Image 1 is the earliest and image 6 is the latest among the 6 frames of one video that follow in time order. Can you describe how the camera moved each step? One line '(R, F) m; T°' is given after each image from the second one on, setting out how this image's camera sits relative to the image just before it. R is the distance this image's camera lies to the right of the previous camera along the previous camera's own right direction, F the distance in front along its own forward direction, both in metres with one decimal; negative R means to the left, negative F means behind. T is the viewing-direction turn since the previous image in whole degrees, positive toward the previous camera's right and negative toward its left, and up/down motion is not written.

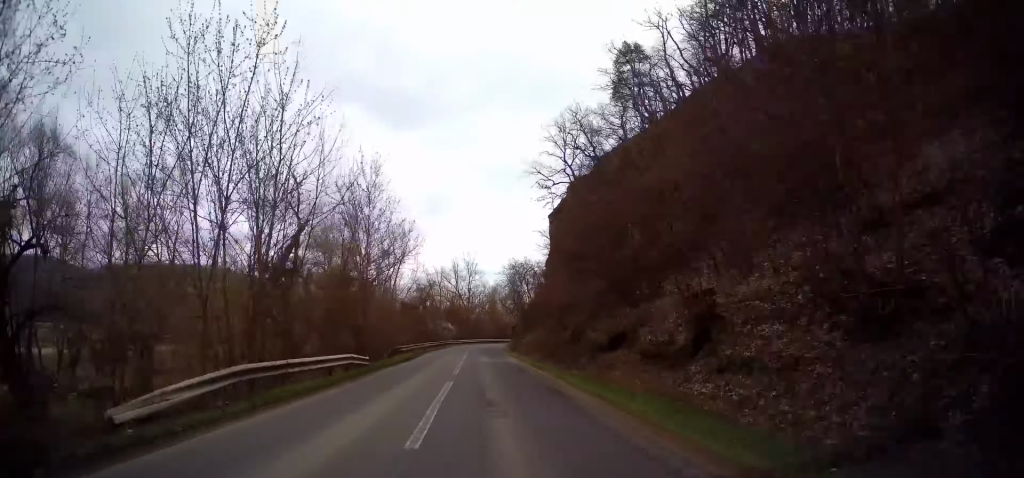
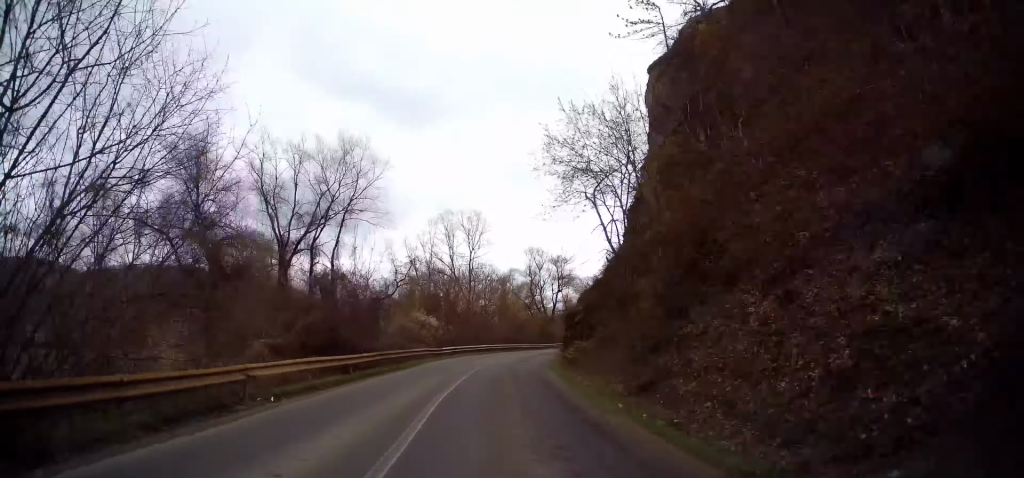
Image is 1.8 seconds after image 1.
(-0.2, +35.5) m; +2°
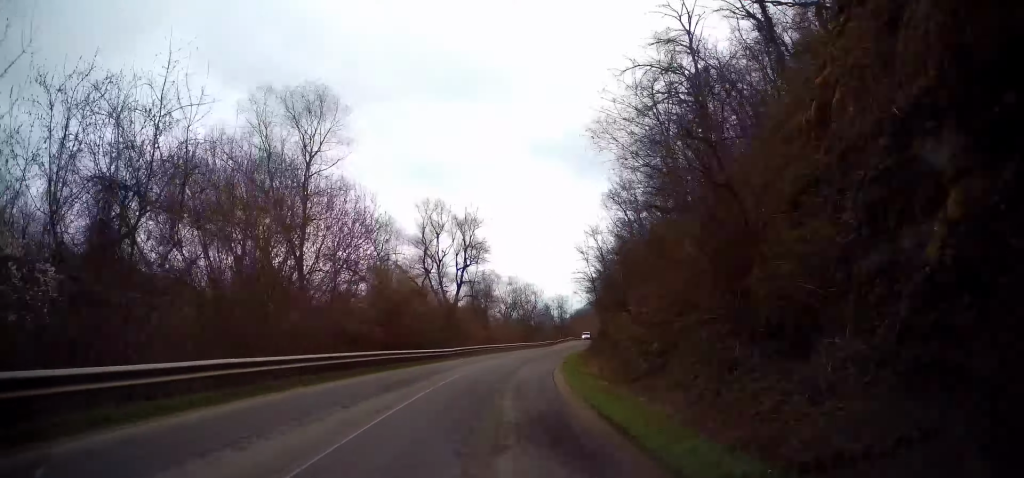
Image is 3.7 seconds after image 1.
(+2.5, +37.3) m; +9°
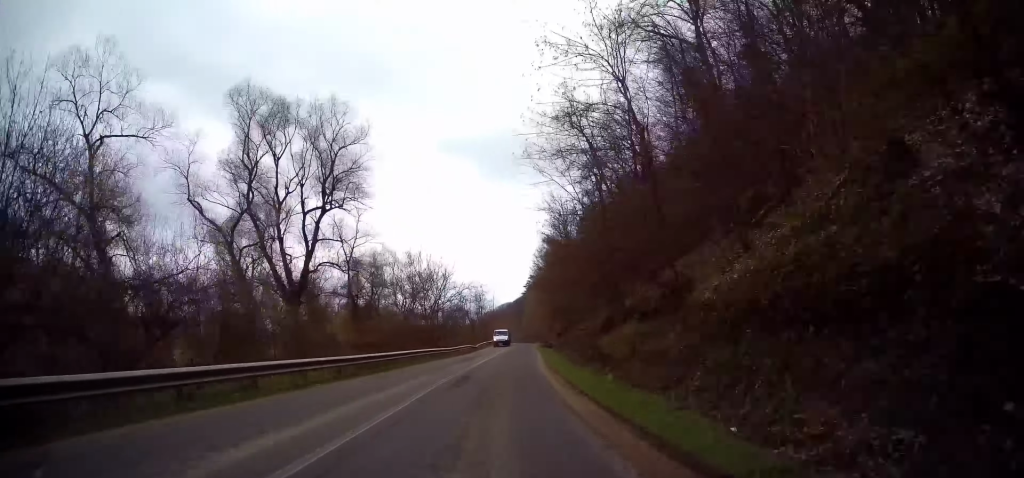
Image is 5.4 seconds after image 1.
(+3.0, +32.9) m; +9°
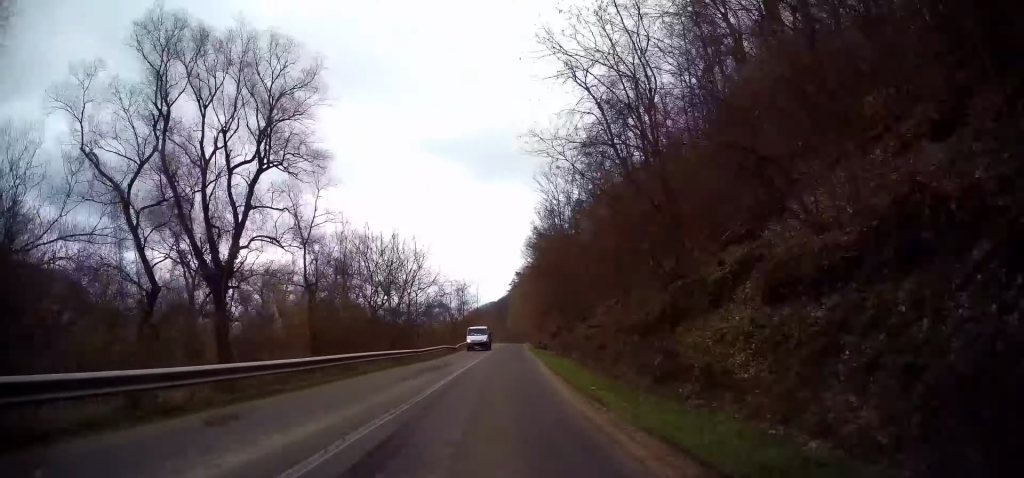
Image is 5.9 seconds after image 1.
(0.0, +10.2) m; +1°
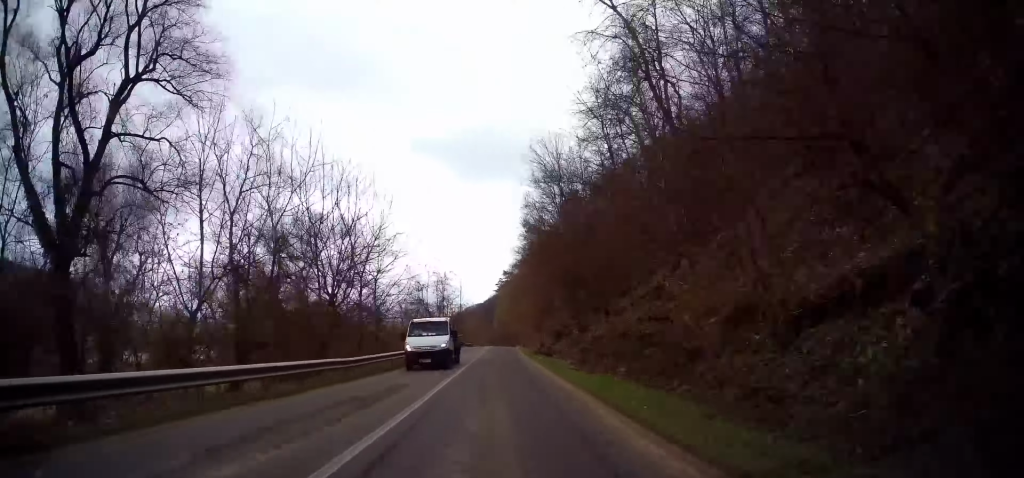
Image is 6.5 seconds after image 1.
(+0.2, +13.1) m; +2°
